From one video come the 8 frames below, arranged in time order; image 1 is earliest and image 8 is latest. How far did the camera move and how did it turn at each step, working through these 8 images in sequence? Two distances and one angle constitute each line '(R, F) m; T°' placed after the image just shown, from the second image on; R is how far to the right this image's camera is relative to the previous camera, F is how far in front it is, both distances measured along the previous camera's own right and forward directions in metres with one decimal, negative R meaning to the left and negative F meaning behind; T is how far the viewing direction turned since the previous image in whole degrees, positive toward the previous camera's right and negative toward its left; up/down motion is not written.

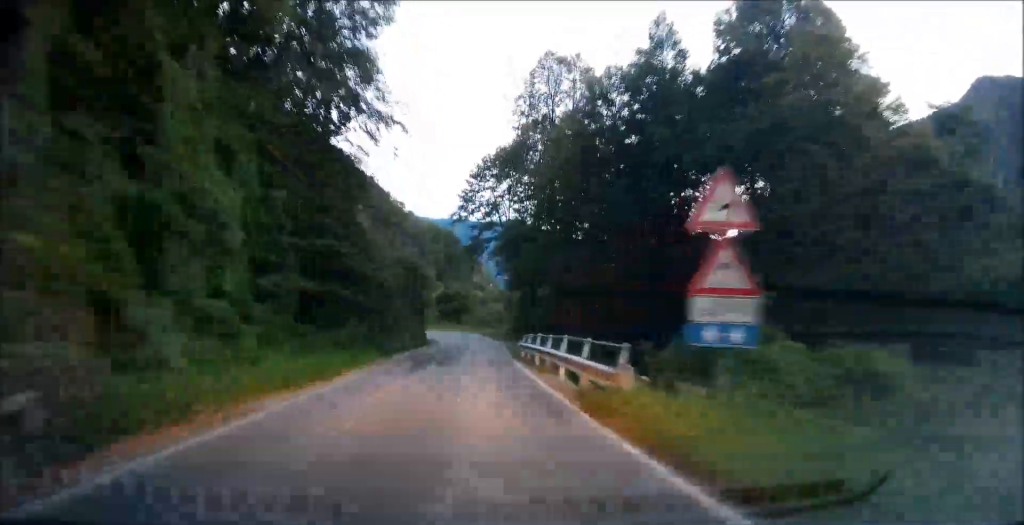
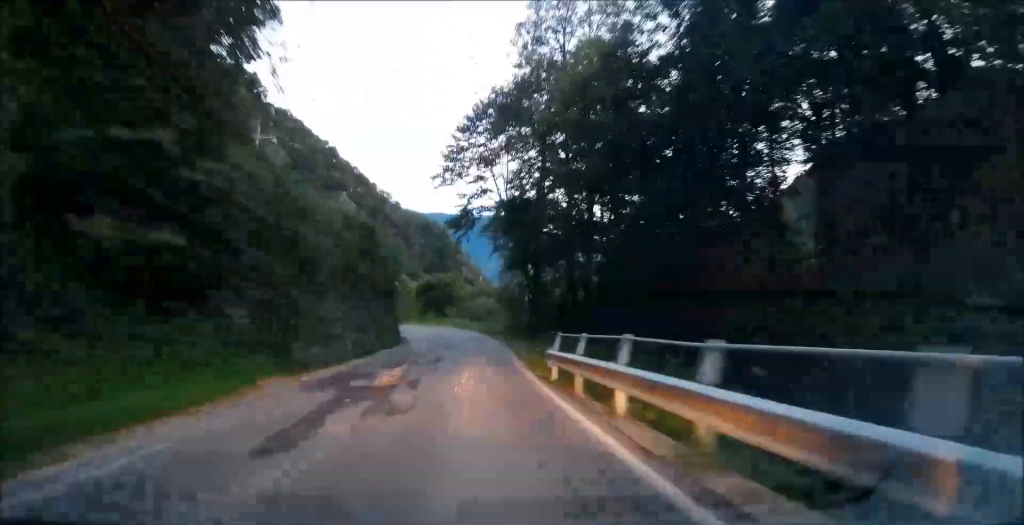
(-0.2, +13.5) m; 0°
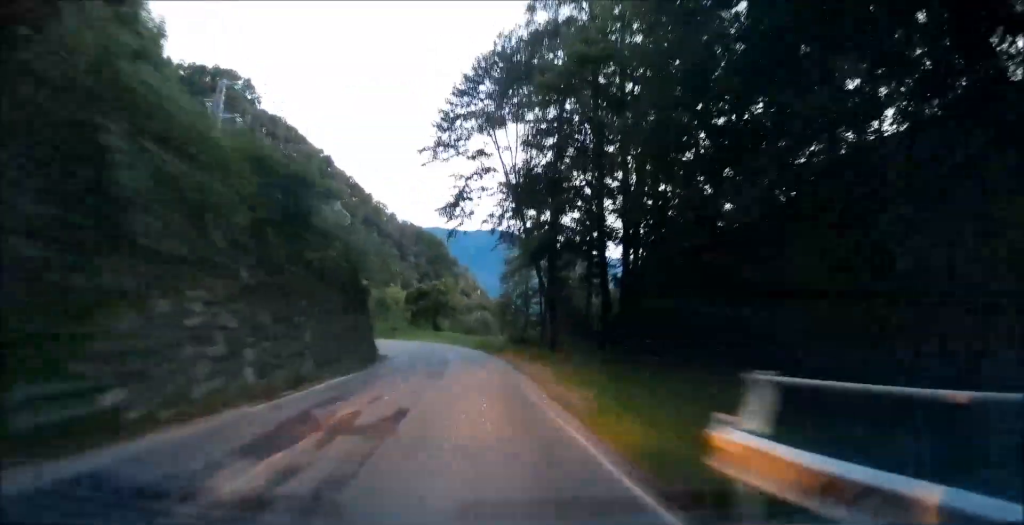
(0.0, +10.6) m; +1°
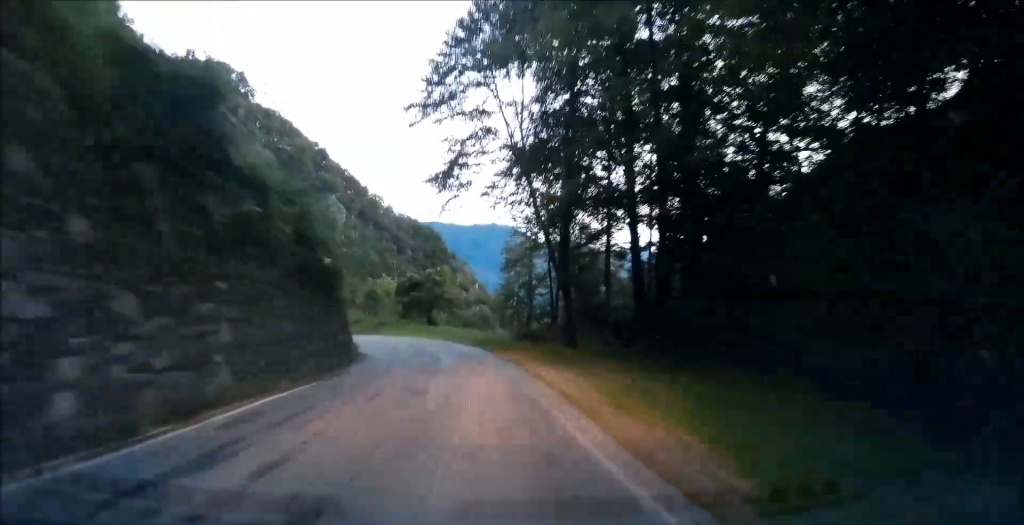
(+0.1, +6.5) m; +1°
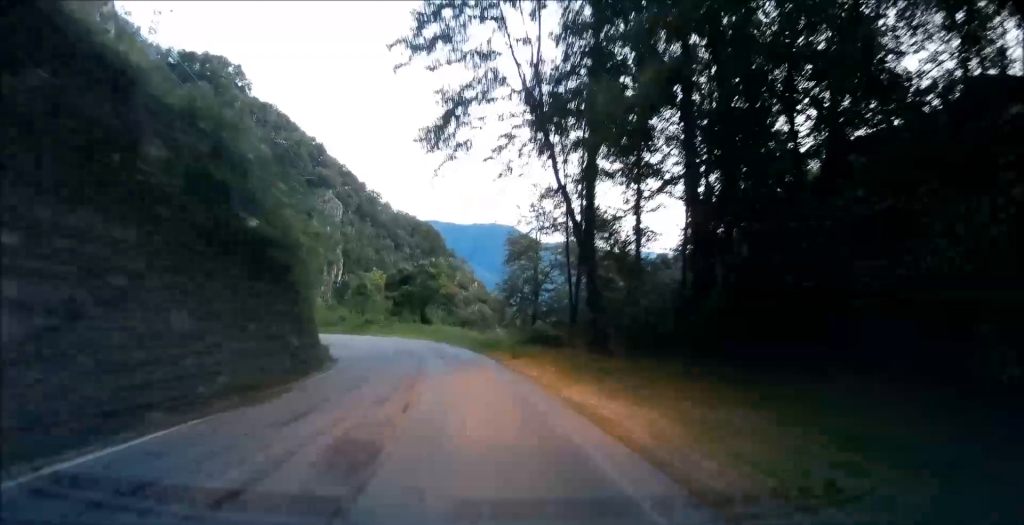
(+0.1, +7.0) m; 0°
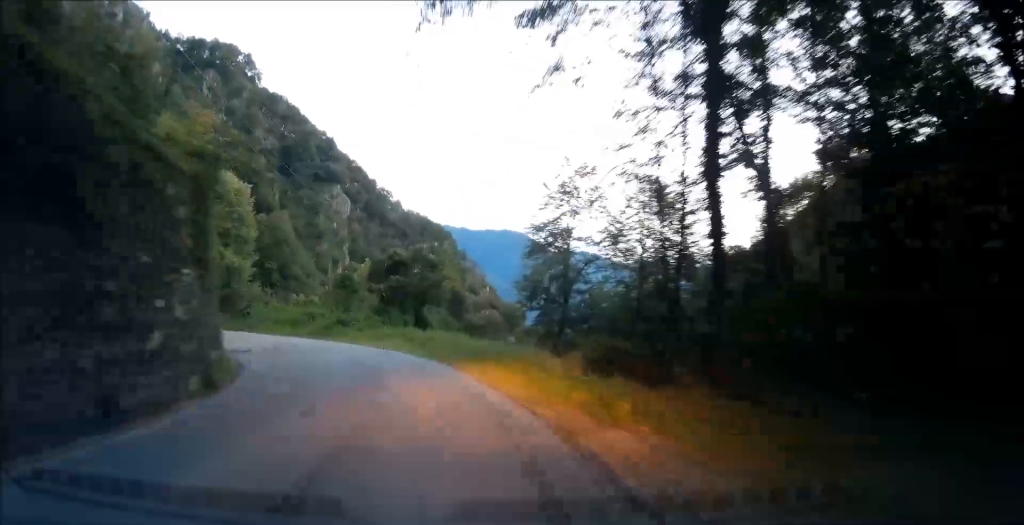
(0.0, +13.4) m; -4°
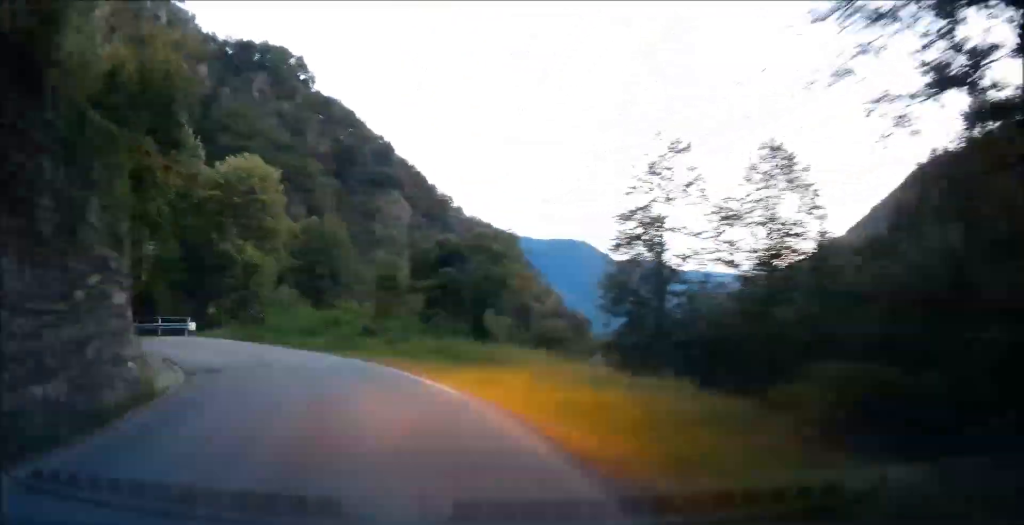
(-0.6, +9.4) m; -6°
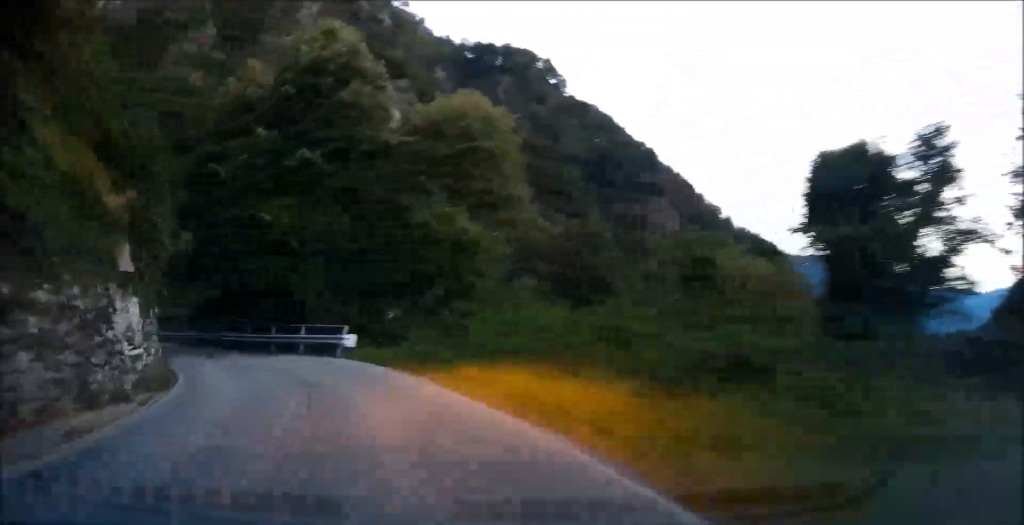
(-1.9, +17.1) m; -17°
